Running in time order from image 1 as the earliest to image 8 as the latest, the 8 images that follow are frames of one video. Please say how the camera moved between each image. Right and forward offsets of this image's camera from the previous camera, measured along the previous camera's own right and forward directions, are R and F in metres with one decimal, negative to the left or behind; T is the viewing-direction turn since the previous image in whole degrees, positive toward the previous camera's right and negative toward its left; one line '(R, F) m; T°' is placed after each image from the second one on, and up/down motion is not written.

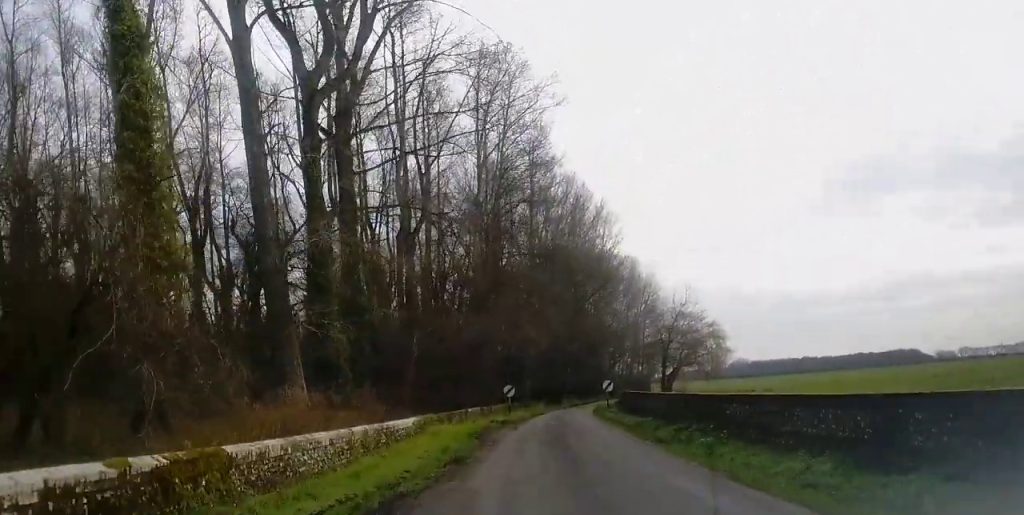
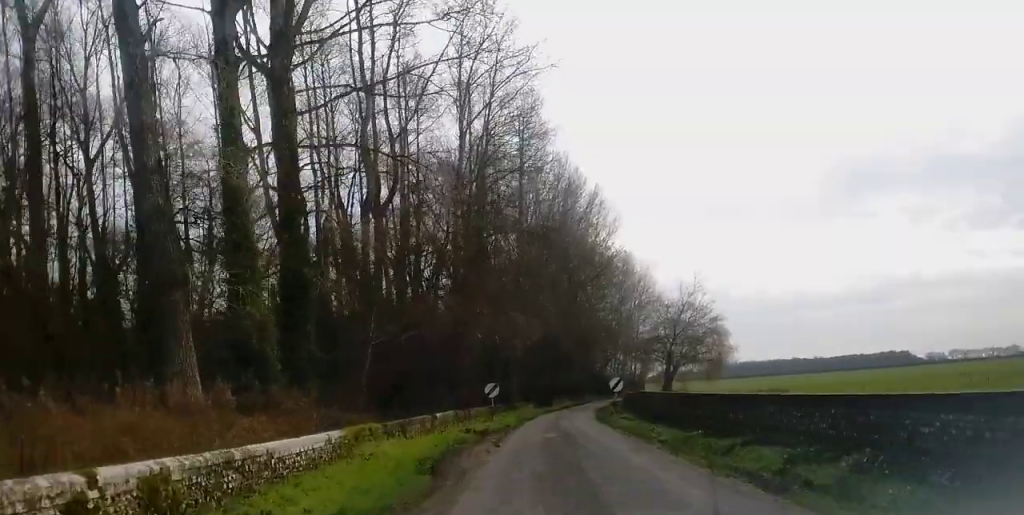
(+0.2, +8.5) m; +1°
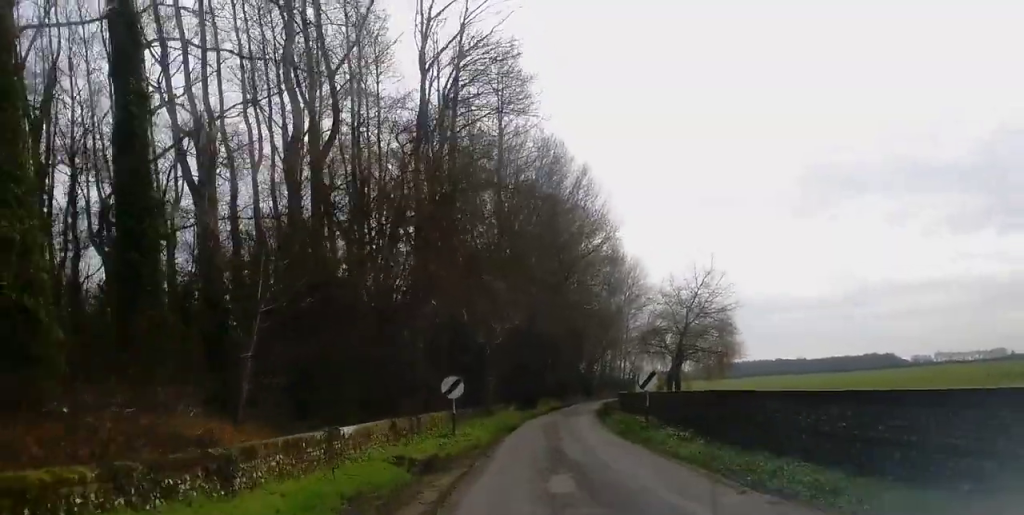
(-0.1, +11.9) m; +2°
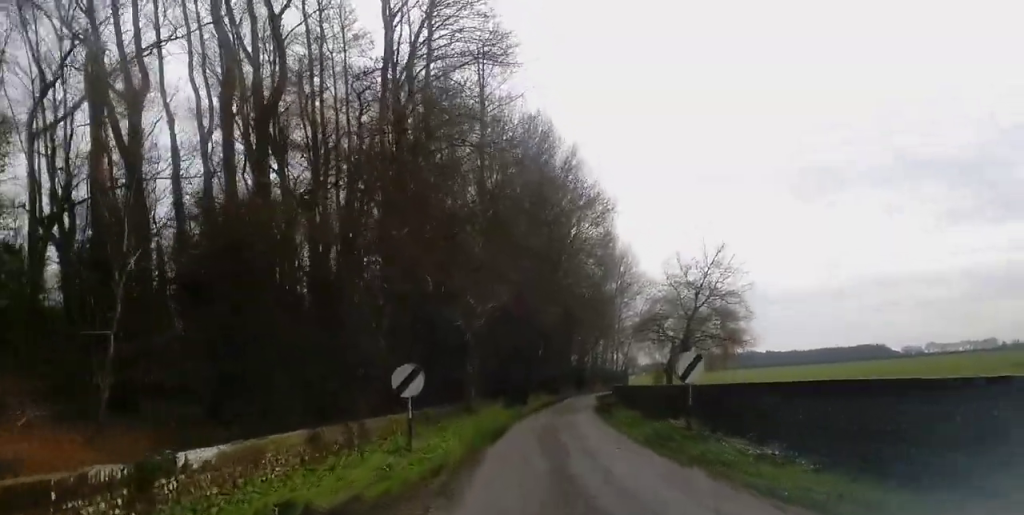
(+0.3, +6.7) m; +1°
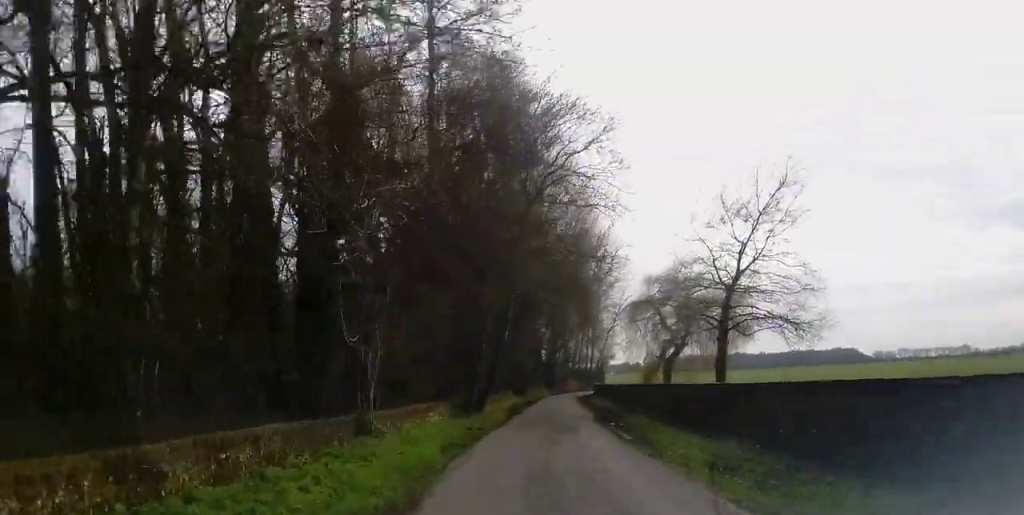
(0.0, +16.4) m; 0°
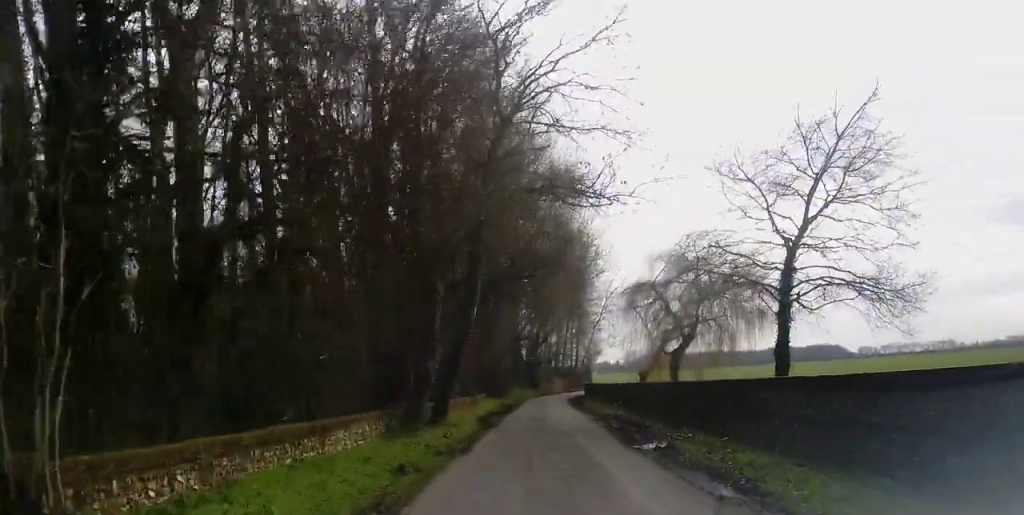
(+0.2, +10.5) m; +1°
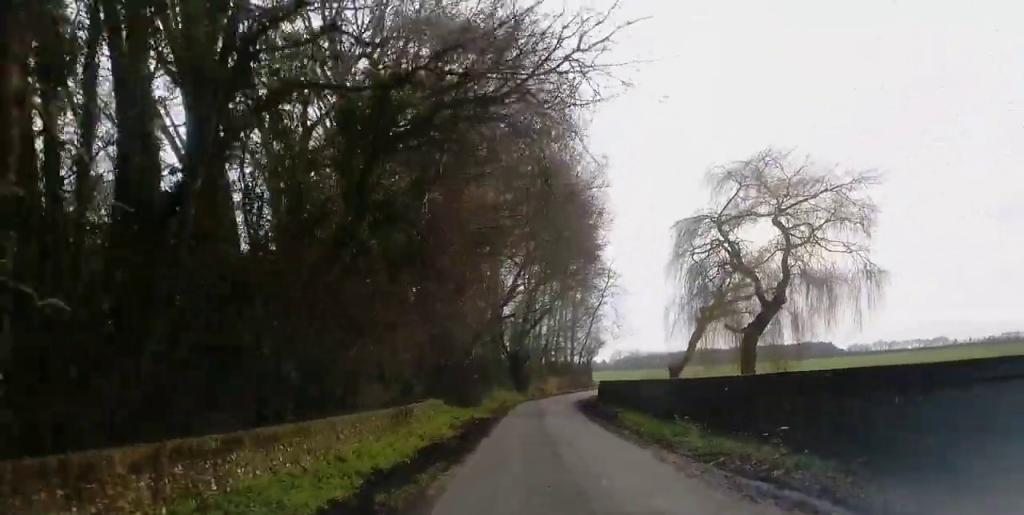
(+0.6, +20.3) m; +3°
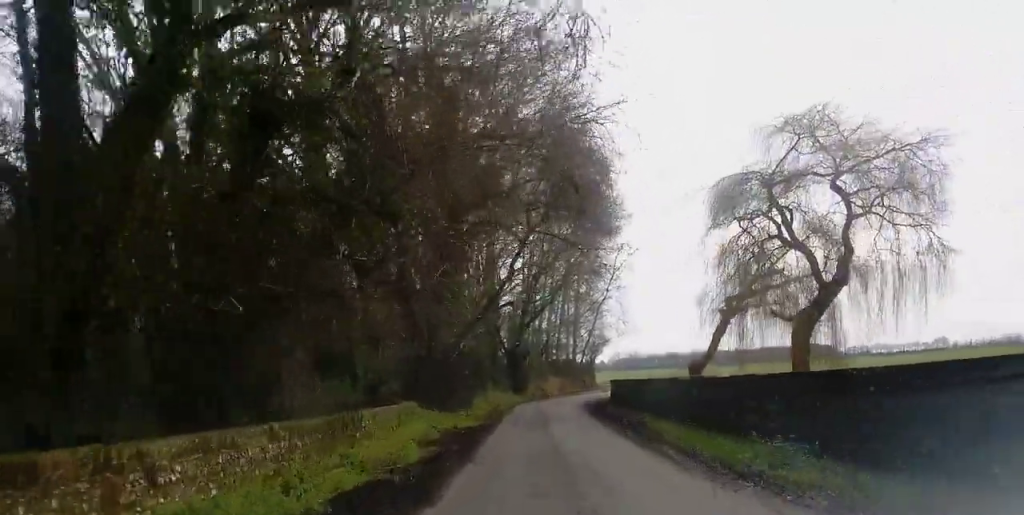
(+0.1, +6.8) m; +1°
